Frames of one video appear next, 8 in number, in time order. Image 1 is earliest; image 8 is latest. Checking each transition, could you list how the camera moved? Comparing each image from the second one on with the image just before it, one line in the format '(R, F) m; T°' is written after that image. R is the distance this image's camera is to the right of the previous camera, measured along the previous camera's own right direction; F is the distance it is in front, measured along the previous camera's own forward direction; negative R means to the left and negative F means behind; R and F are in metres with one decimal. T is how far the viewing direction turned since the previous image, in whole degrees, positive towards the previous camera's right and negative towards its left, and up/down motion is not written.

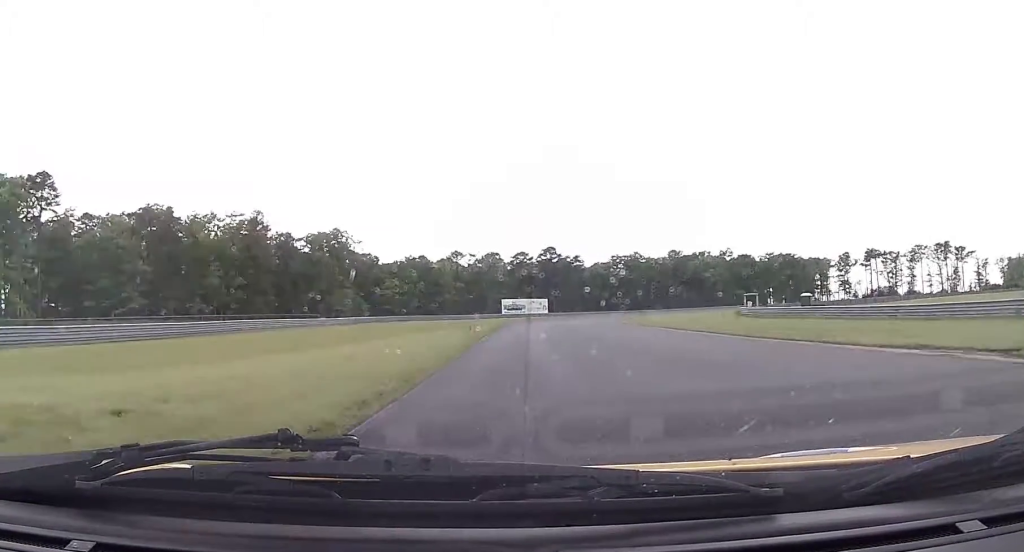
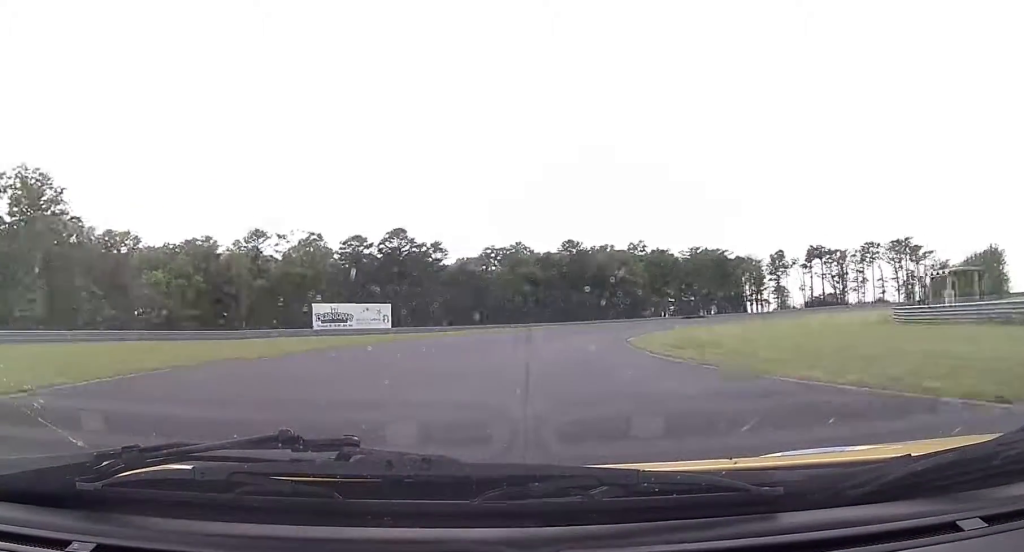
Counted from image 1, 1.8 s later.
(+2.4, +64.1) m; +9°
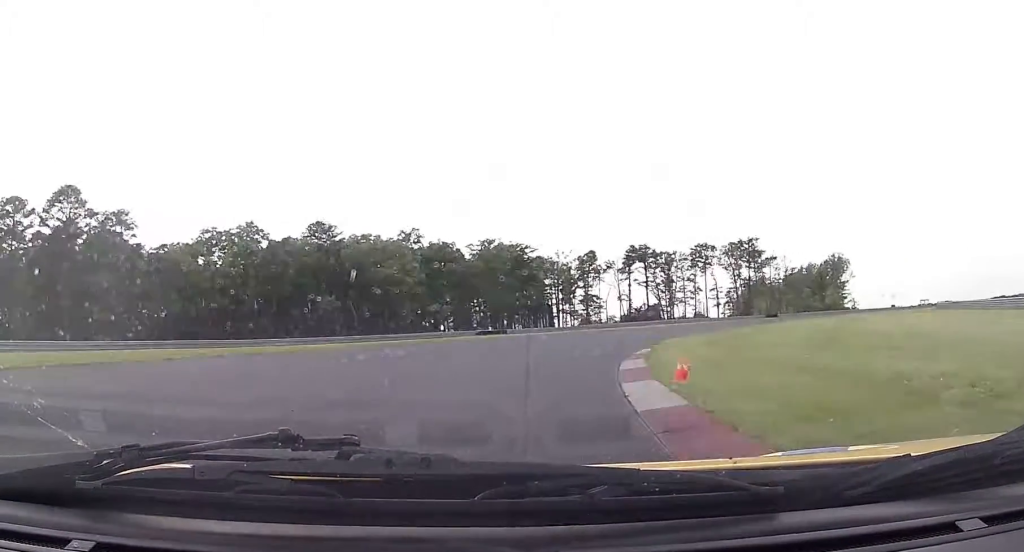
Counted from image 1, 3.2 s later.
(+6.1, +43.7) m; +18°
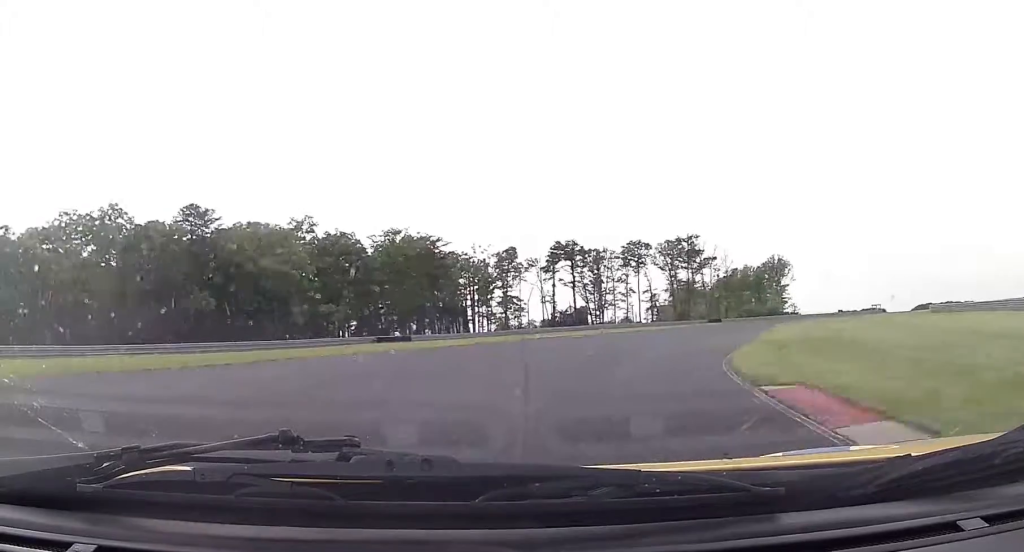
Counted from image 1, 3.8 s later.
(+1.6, +18.5) m; +8°
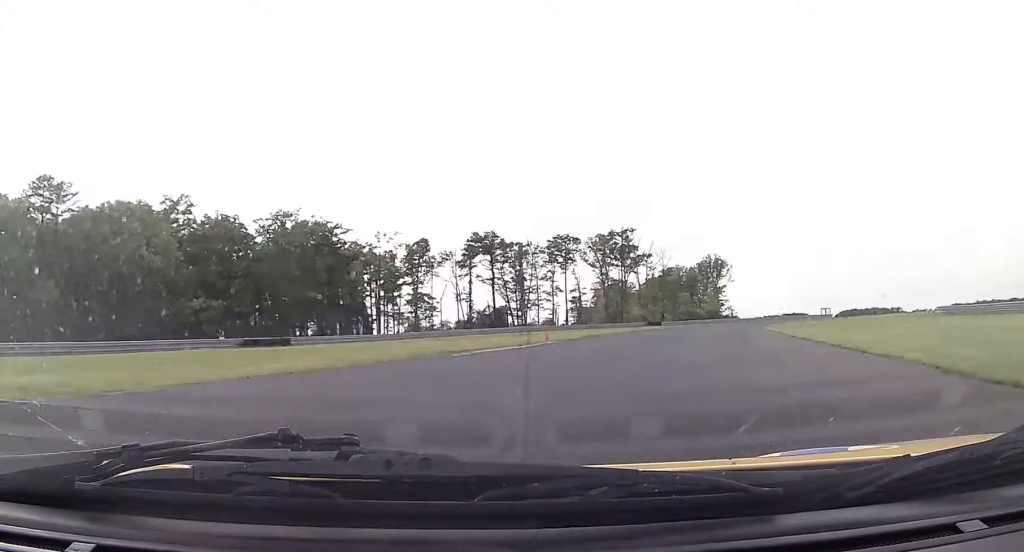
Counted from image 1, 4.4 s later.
(+0.6, +17.6) m; +8°
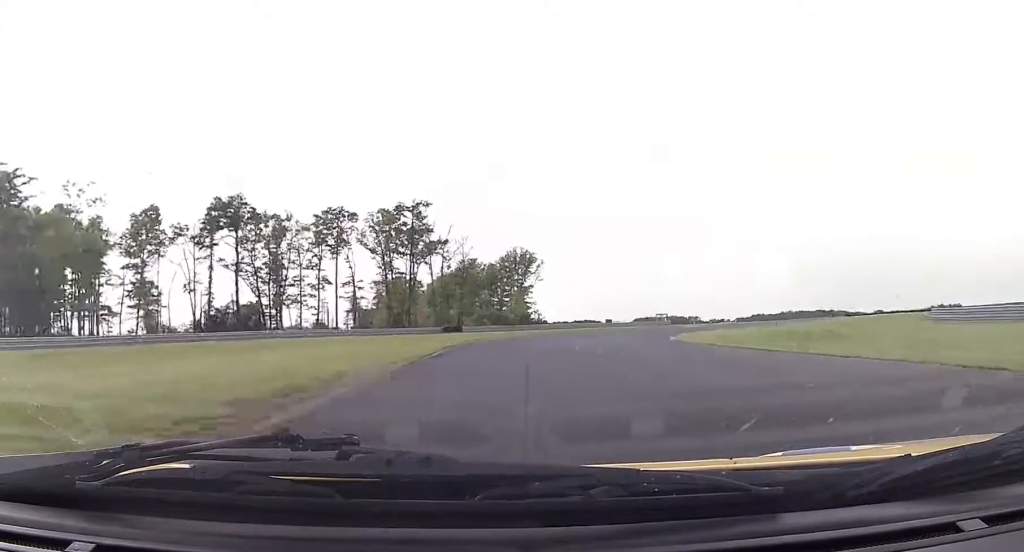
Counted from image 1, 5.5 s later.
(+4.7, +34.0) m; +16°
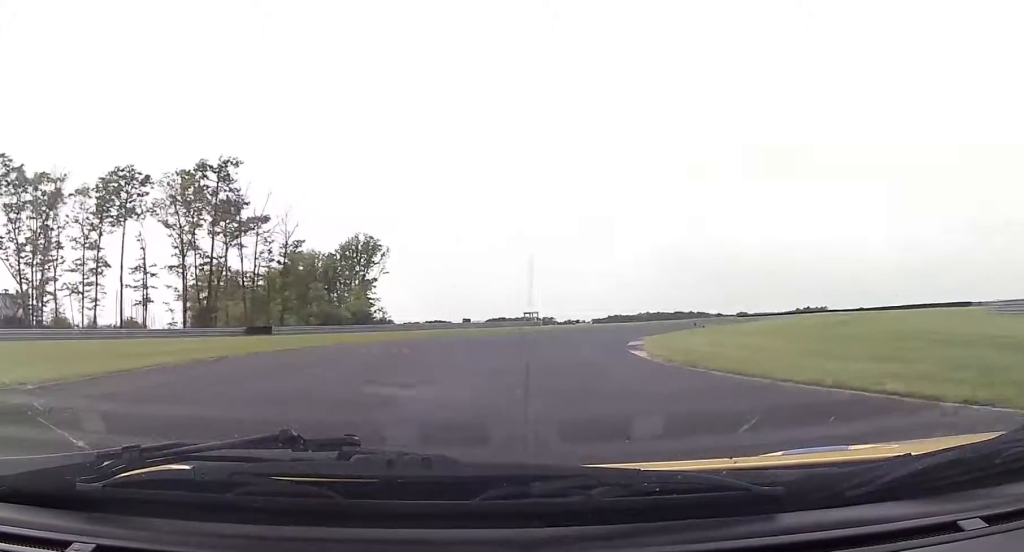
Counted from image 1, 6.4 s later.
(+2.9, +25.6) m; +13°
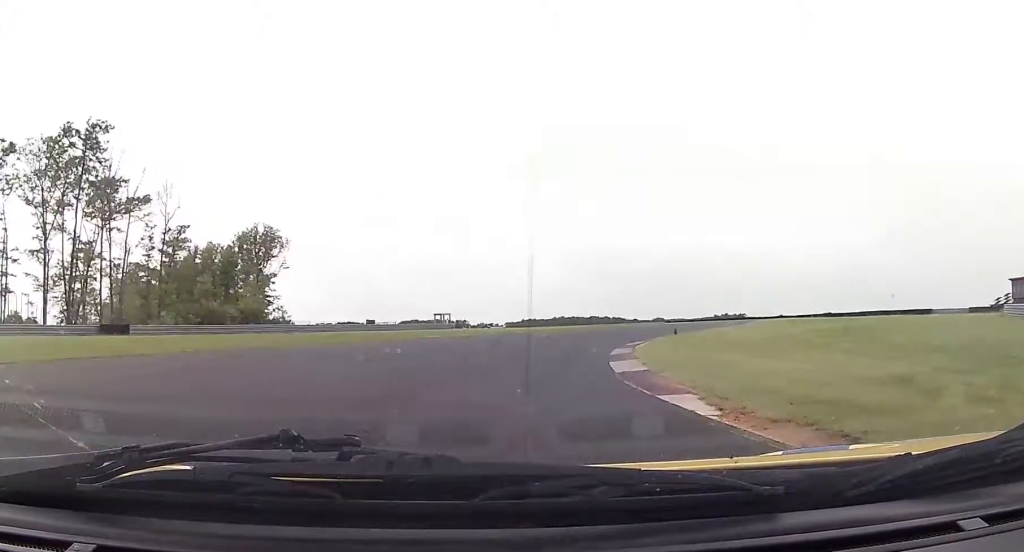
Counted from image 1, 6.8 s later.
(+1.4, +12.9) m; +7°
